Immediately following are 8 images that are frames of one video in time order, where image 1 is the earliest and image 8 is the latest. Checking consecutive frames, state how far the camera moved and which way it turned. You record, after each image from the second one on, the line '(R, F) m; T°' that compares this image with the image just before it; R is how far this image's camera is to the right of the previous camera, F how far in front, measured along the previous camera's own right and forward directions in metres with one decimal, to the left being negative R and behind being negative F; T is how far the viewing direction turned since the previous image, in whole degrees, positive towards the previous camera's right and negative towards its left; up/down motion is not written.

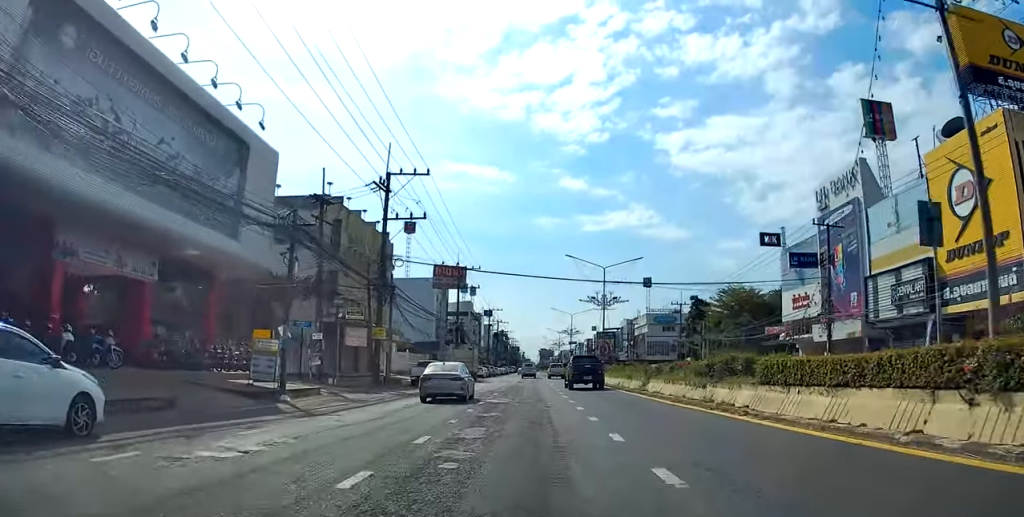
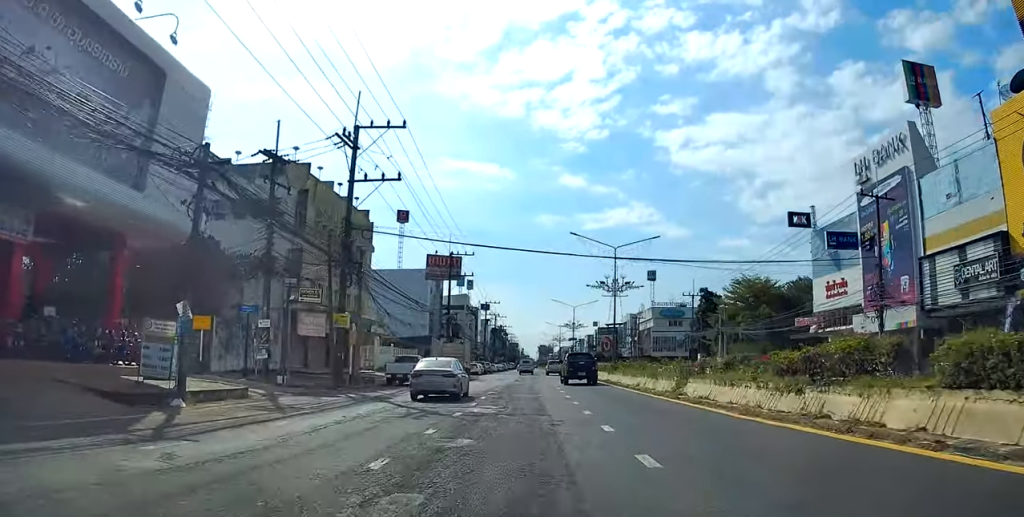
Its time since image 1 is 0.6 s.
(-0.1, +7.0) m; -1°
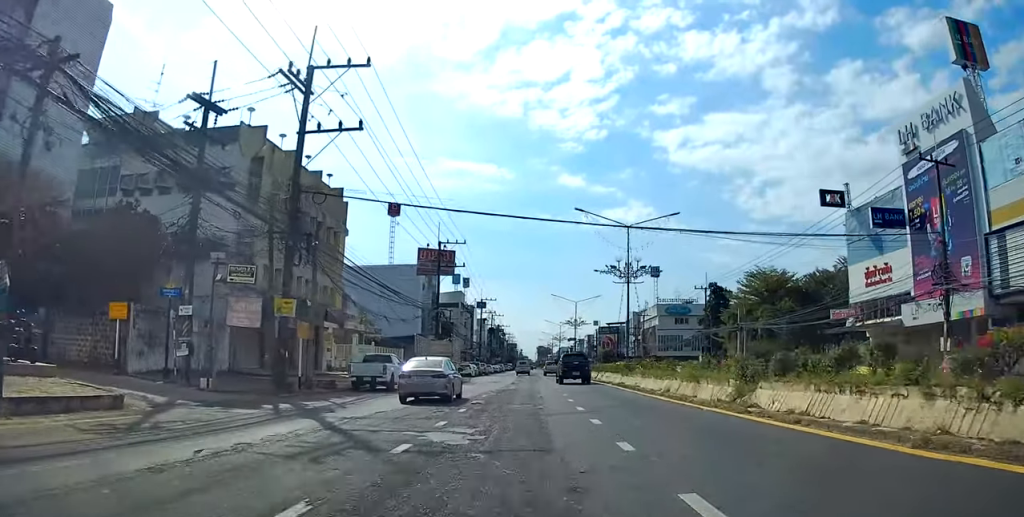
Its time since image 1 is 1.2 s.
(0.0, +6.6) m; 0°
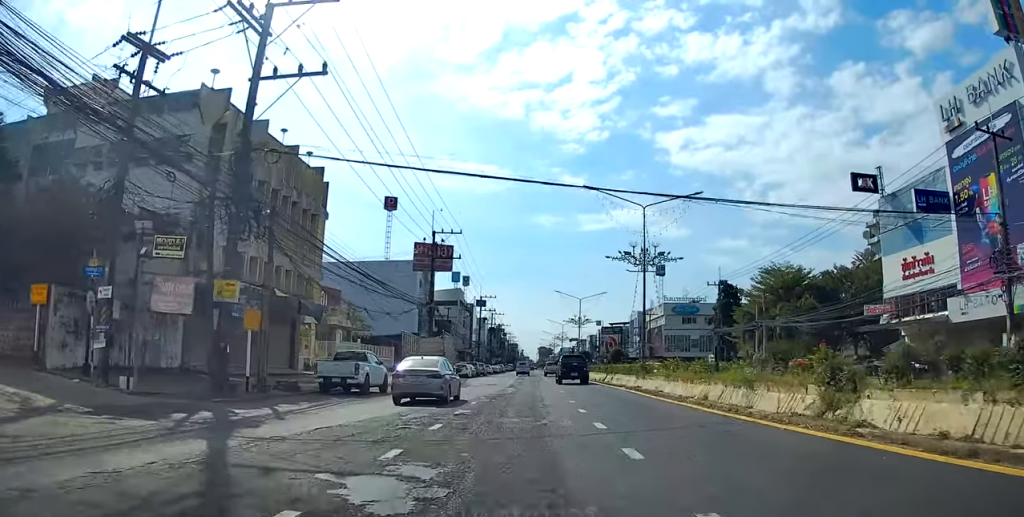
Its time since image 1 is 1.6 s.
(0.0, +4.7) m; 0°
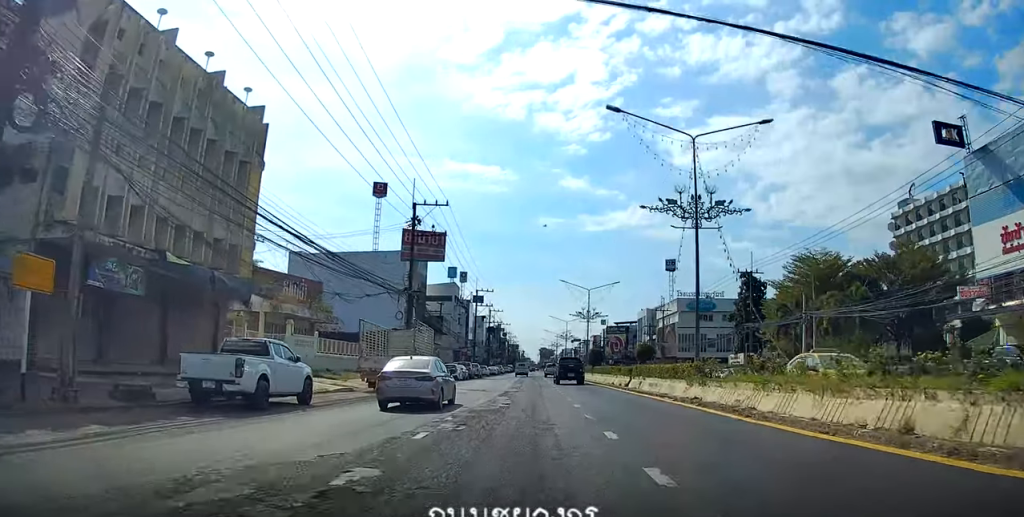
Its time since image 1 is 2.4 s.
(0.0, +10.1) m; 0°
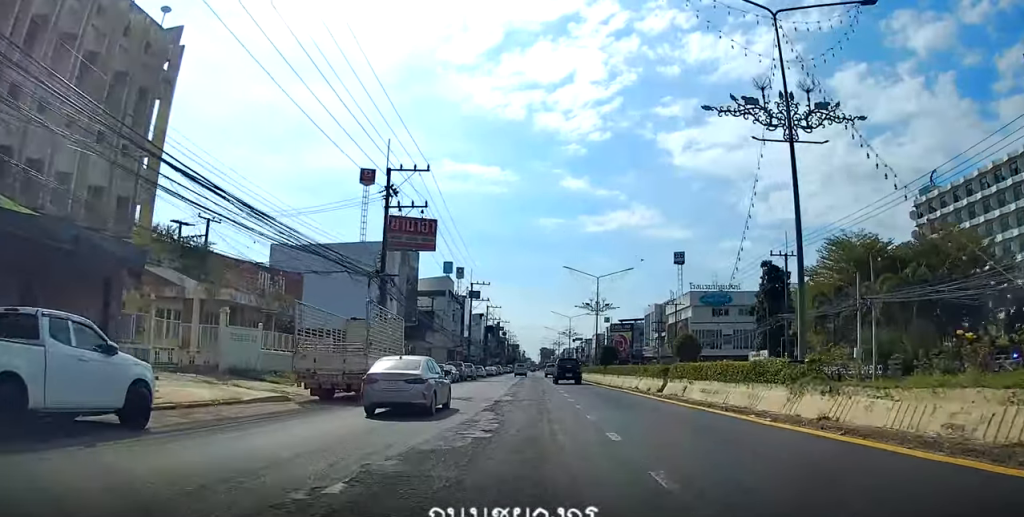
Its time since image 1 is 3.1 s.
(0.0, +8.2) m; 0°
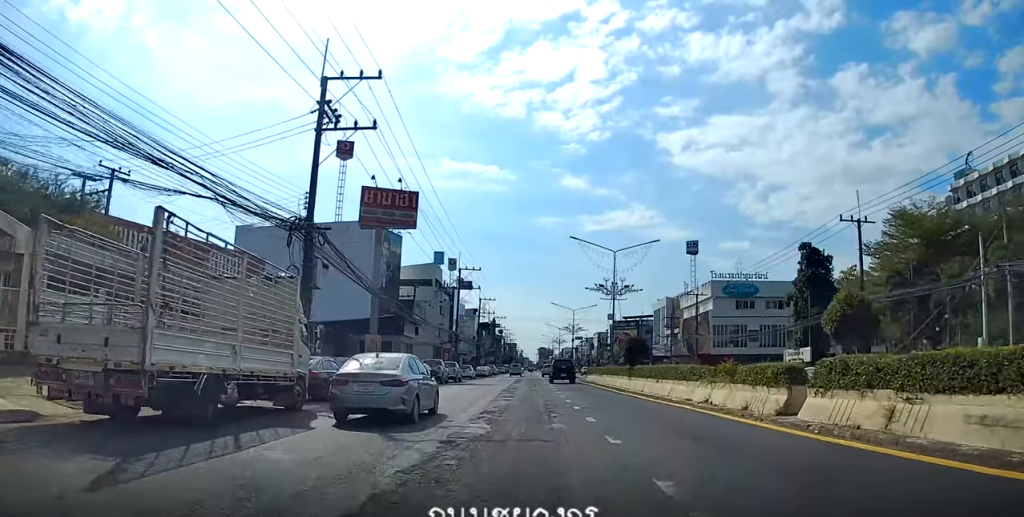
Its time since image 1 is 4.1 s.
(0.0, +12.9) m; 0°
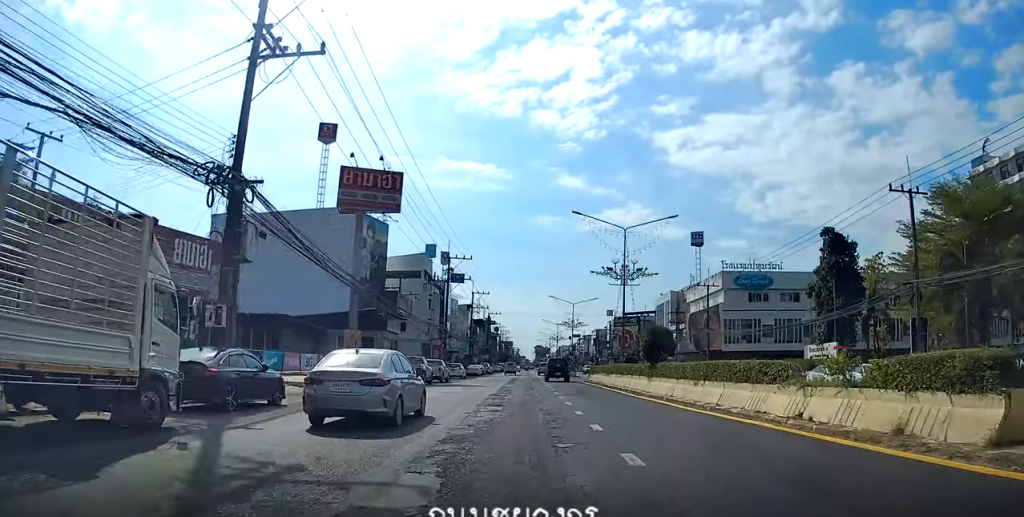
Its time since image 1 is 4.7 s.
(0.0, +6.6) m; 0°
